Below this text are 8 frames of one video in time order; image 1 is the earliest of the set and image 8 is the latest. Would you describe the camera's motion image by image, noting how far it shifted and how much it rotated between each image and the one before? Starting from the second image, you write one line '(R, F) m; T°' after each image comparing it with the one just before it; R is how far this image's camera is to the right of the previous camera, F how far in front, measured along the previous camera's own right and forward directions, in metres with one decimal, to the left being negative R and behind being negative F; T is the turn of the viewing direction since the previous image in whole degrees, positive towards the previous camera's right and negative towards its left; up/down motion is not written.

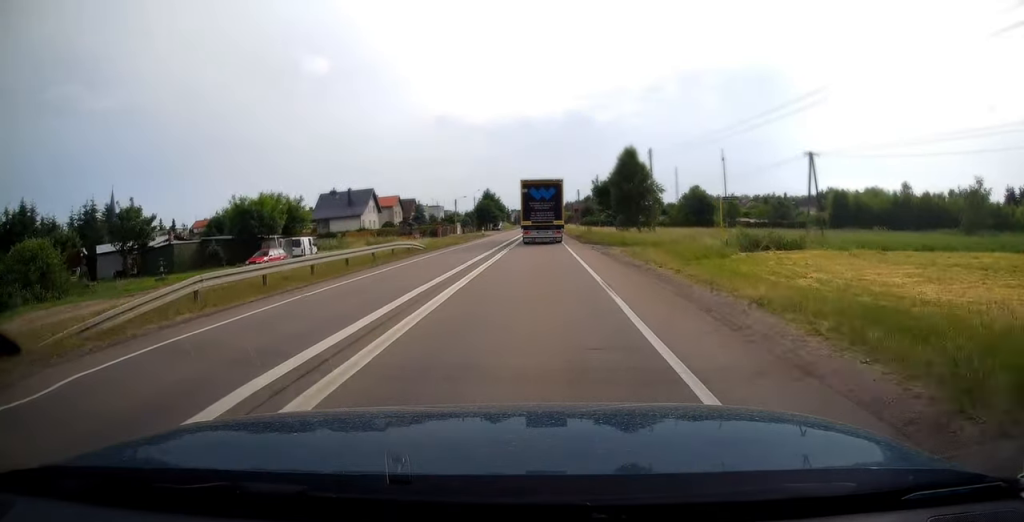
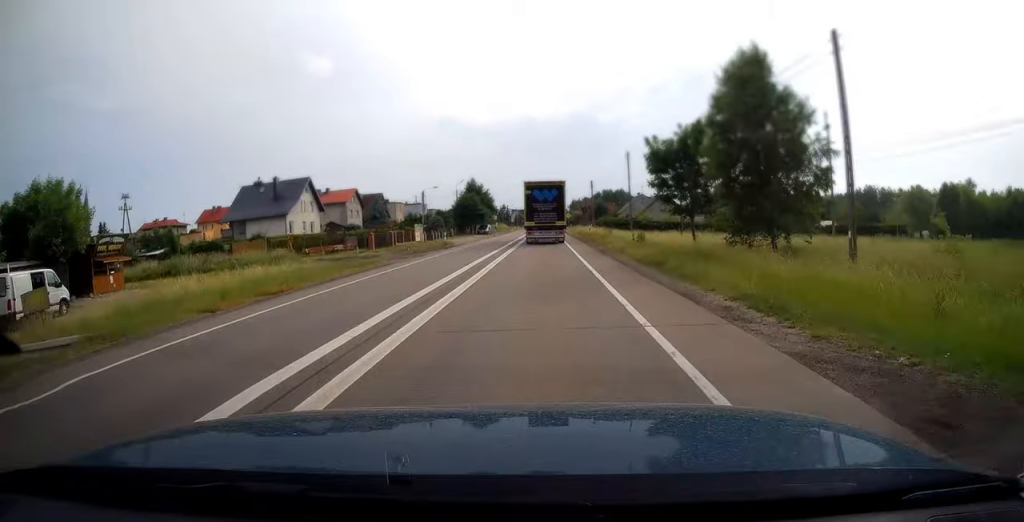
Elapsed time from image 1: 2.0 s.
(-0.3, +33.9) m; 0°
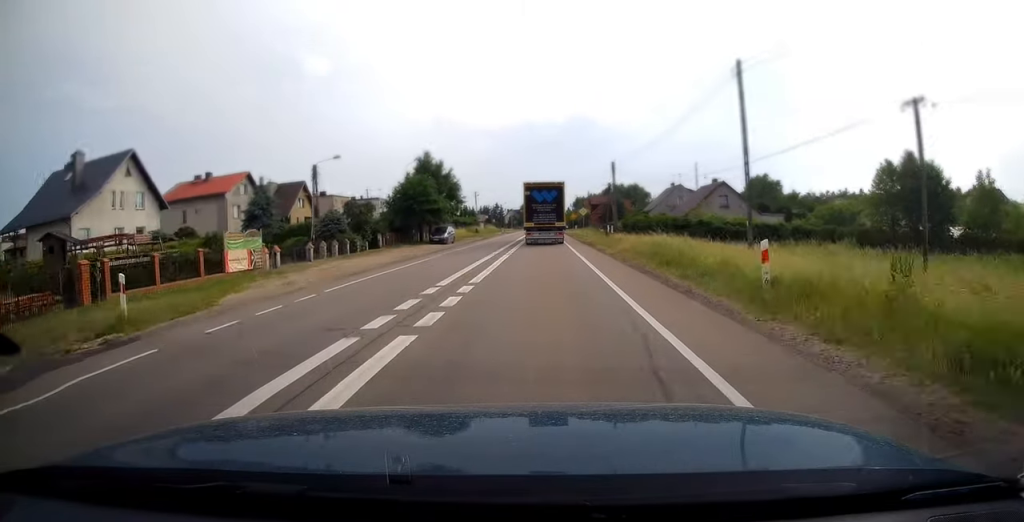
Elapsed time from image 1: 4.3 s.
(+0.2, +39.3) m; +1°
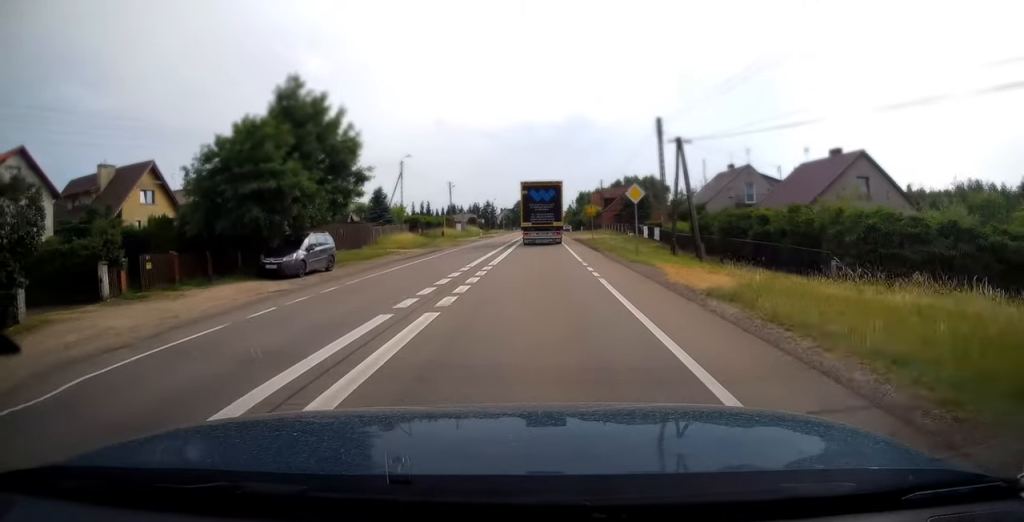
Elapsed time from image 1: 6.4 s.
(0.0, +34.1) m; 0°
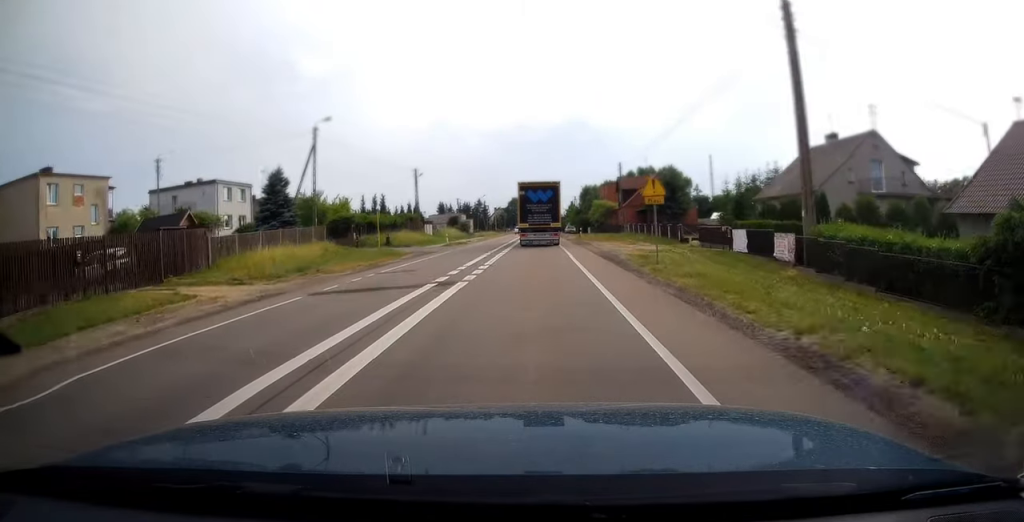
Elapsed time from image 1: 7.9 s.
(0.0, +26.2) m; 0°
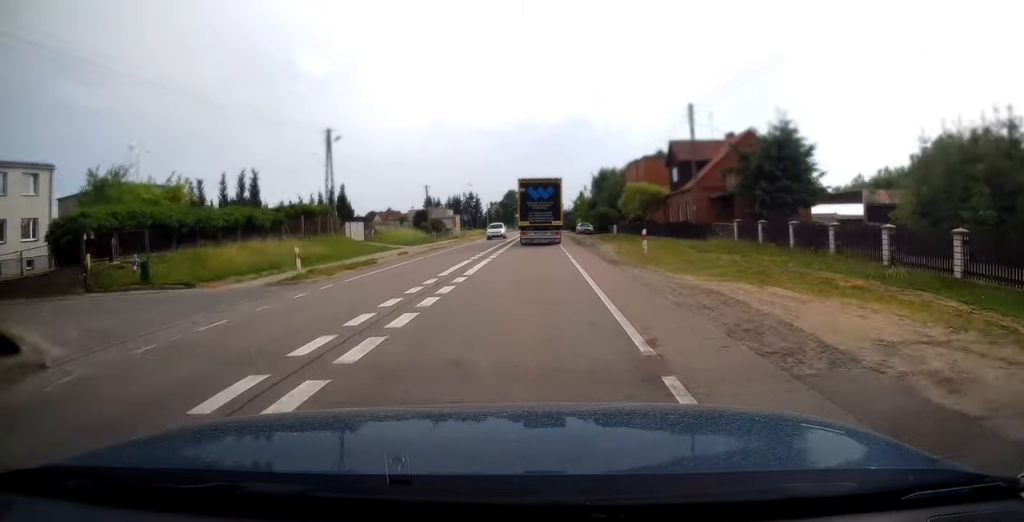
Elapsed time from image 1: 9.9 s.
(-0.1, +32.8) m; 0°
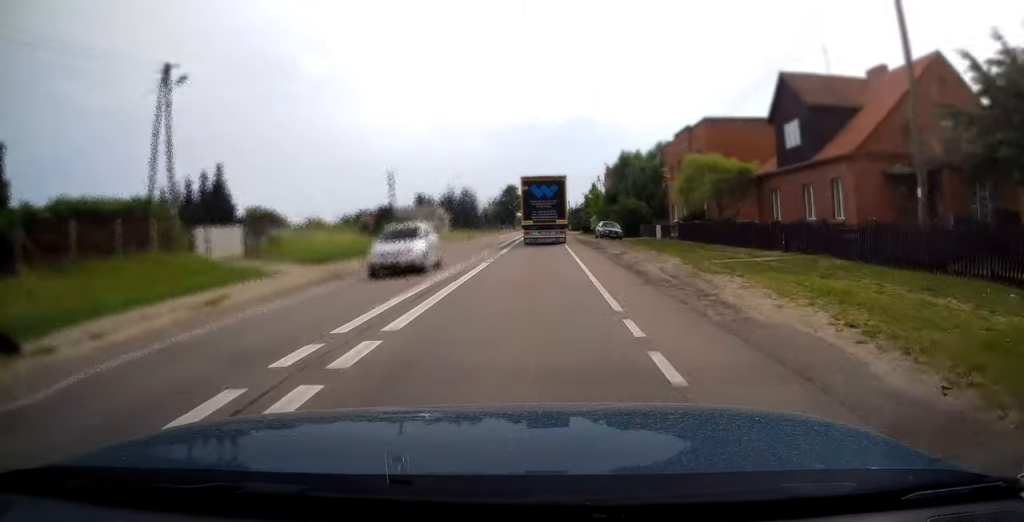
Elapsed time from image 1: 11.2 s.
(0.0, +22.2) m; 0°
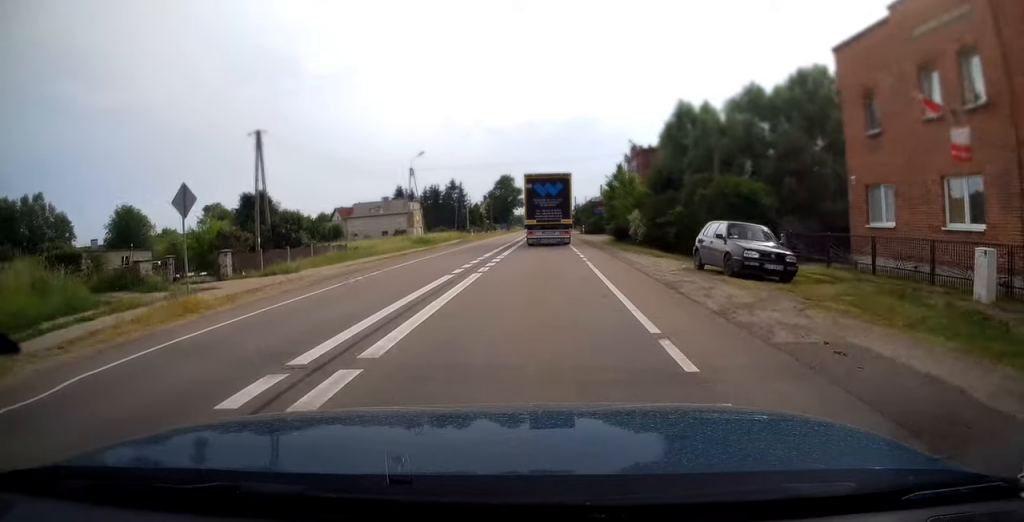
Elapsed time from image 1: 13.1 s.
(-0.1, +31.4) m; 0°
